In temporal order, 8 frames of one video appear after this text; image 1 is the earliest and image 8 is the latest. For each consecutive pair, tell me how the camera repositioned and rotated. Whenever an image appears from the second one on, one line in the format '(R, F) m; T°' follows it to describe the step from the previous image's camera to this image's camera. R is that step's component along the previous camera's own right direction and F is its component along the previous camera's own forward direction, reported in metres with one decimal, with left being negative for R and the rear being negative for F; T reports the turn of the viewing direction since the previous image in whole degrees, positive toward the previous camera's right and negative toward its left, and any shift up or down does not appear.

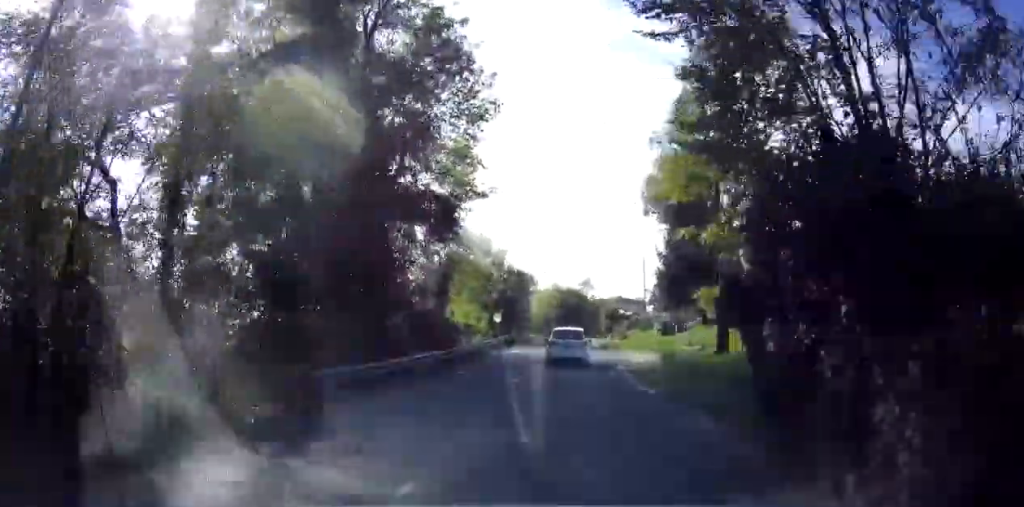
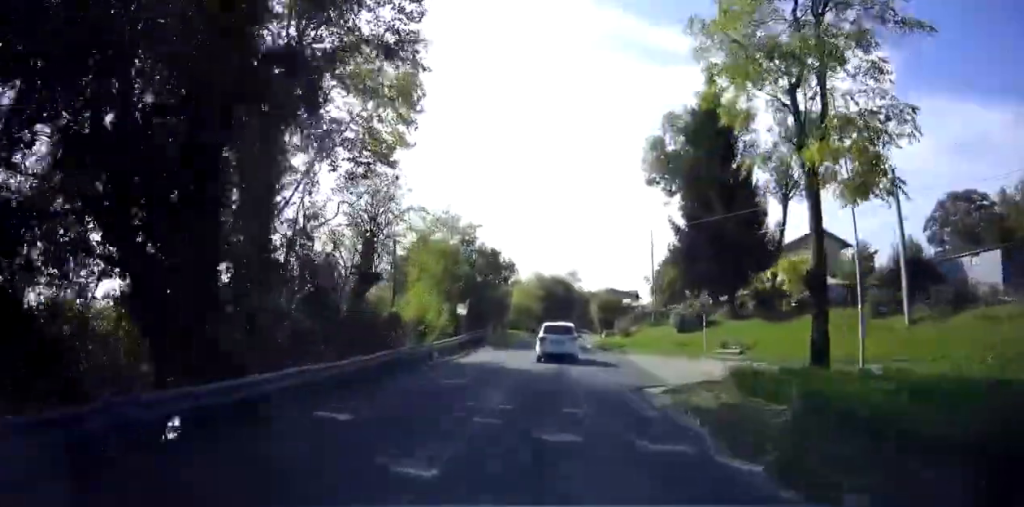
(+0.3, +9.8) m; +3°
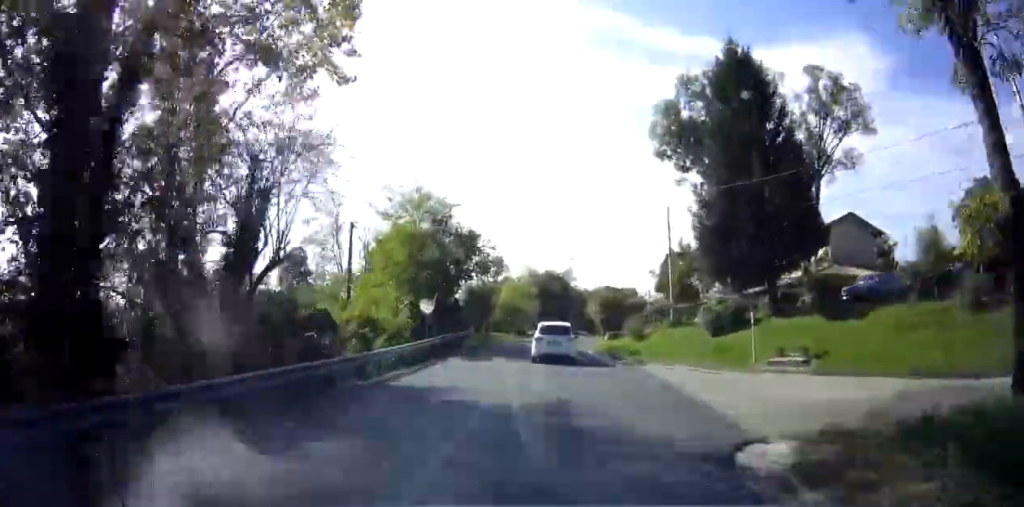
(+0.2, +7.3) m; +1°
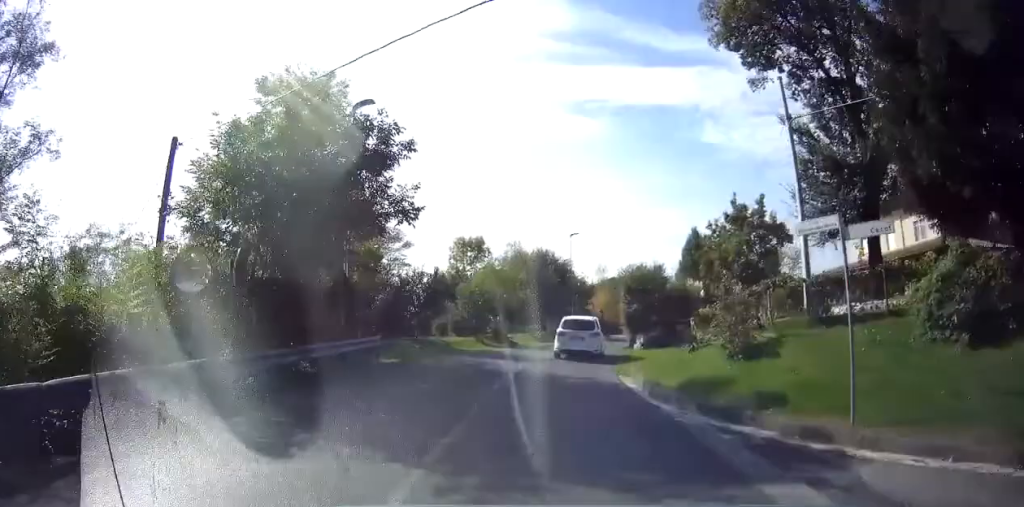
(+0.1, +16.1) m; 0°
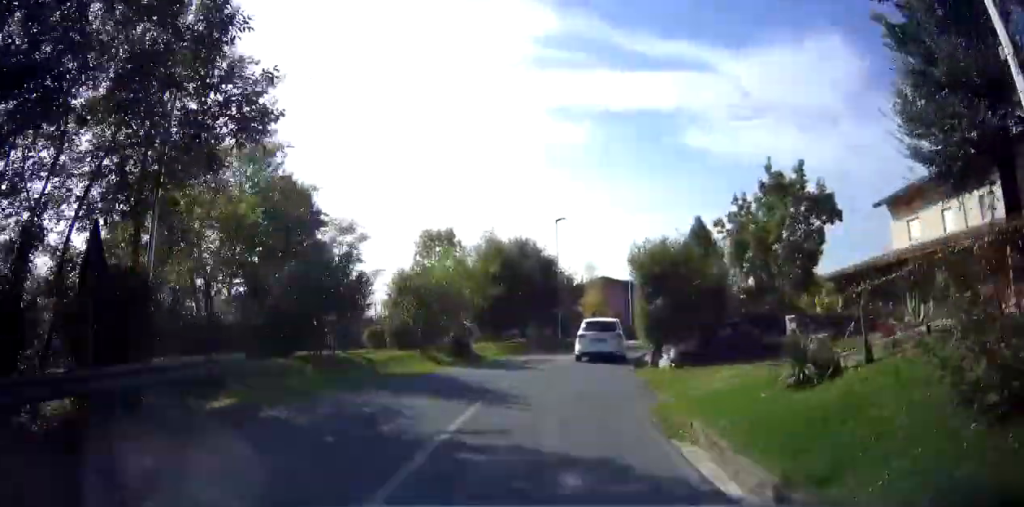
(0.0, +8.6) m; +1°
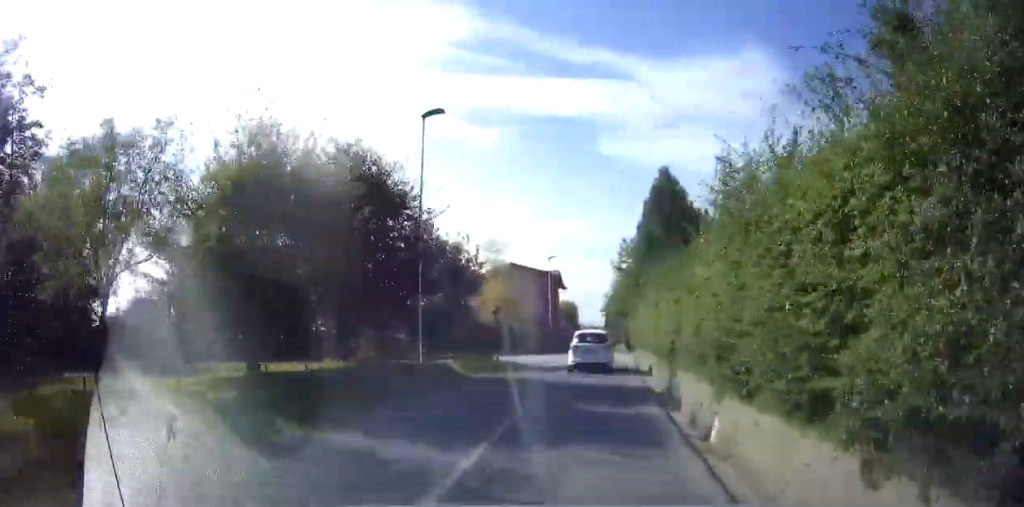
(+1.2, +19.4) m; +9°
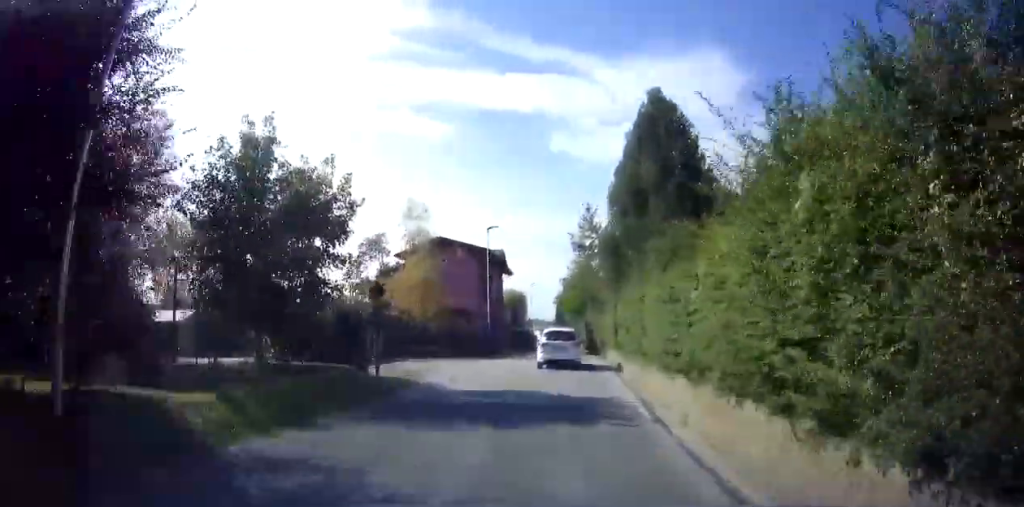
(+0.7, +11.4) m; +5°
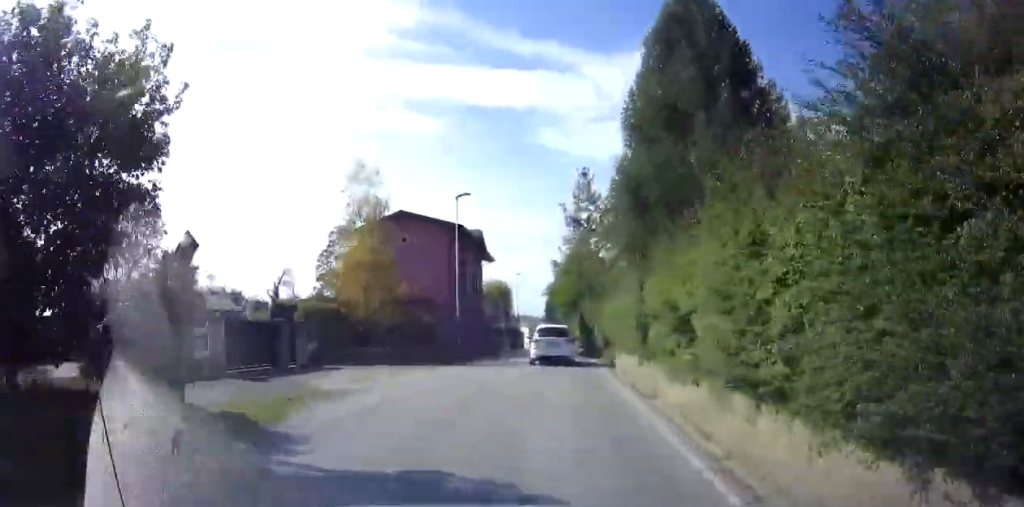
(+0.2, +7.6) m; +1°
